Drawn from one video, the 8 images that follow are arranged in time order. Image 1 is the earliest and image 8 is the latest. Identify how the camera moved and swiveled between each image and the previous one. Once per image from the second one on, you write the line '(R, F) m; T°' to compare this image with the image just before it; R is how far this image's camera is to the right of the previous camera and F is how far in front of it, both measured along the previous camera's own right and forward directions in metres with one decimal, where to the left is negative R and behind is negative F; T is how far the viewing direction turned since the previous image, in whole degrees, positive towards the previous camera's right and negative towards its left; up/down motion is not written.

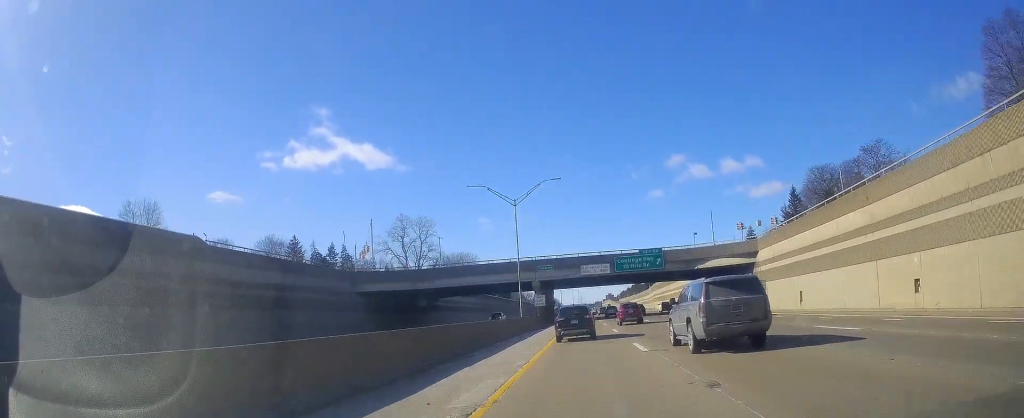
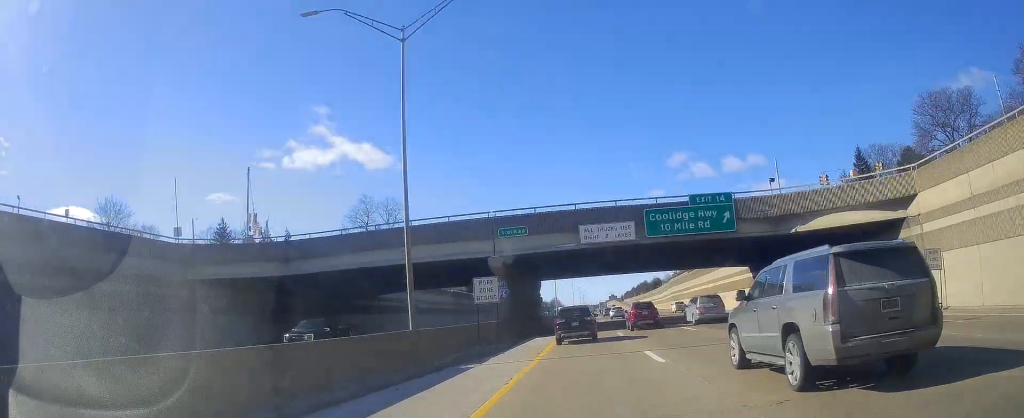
(0.0, +34.8) m; -1°
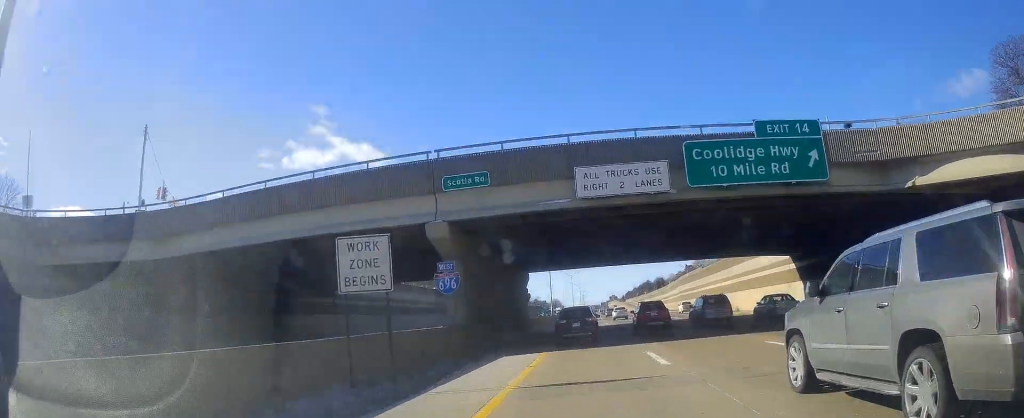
(-0.1, +15.5) m; 0°
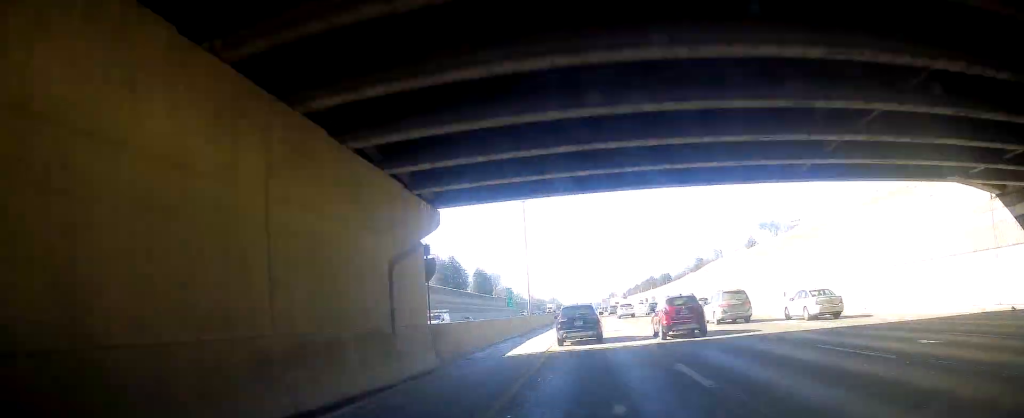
(-0.3, +33.2) m; +1°
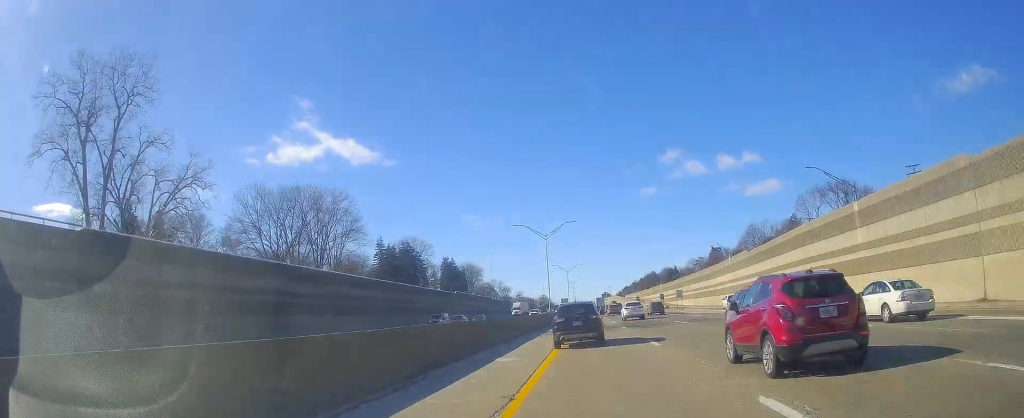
(+0.7, +51.8) m; +1°
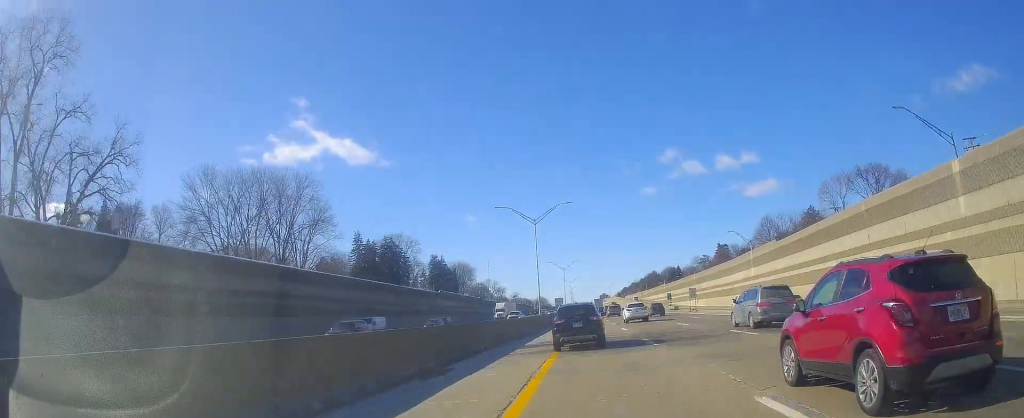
(-0.1, +14.8) m; 0°
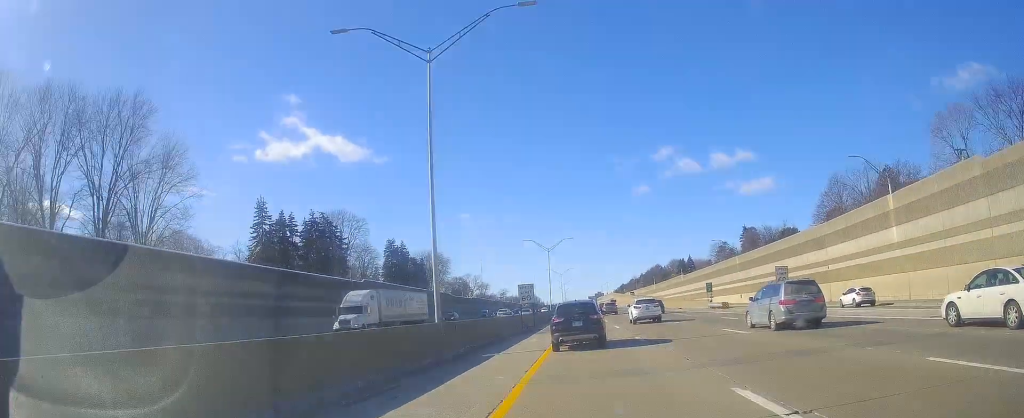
(+0.6, +43.8) m; 0°
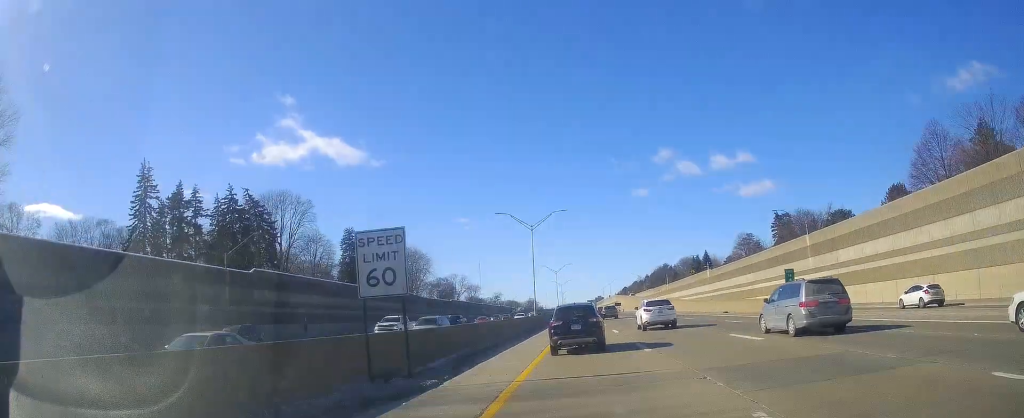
(-0.2, +32.1) m; -1°
